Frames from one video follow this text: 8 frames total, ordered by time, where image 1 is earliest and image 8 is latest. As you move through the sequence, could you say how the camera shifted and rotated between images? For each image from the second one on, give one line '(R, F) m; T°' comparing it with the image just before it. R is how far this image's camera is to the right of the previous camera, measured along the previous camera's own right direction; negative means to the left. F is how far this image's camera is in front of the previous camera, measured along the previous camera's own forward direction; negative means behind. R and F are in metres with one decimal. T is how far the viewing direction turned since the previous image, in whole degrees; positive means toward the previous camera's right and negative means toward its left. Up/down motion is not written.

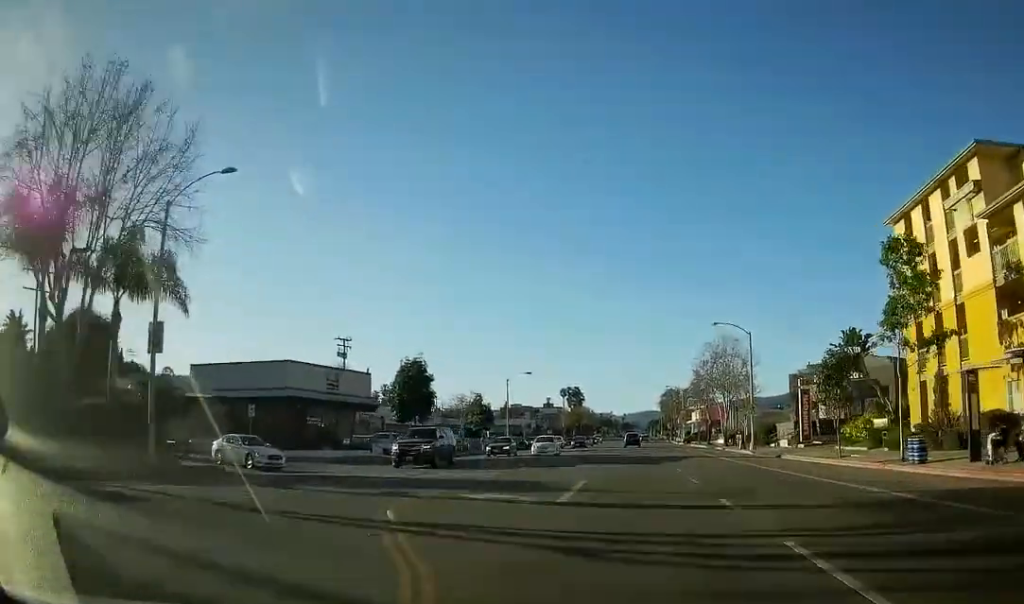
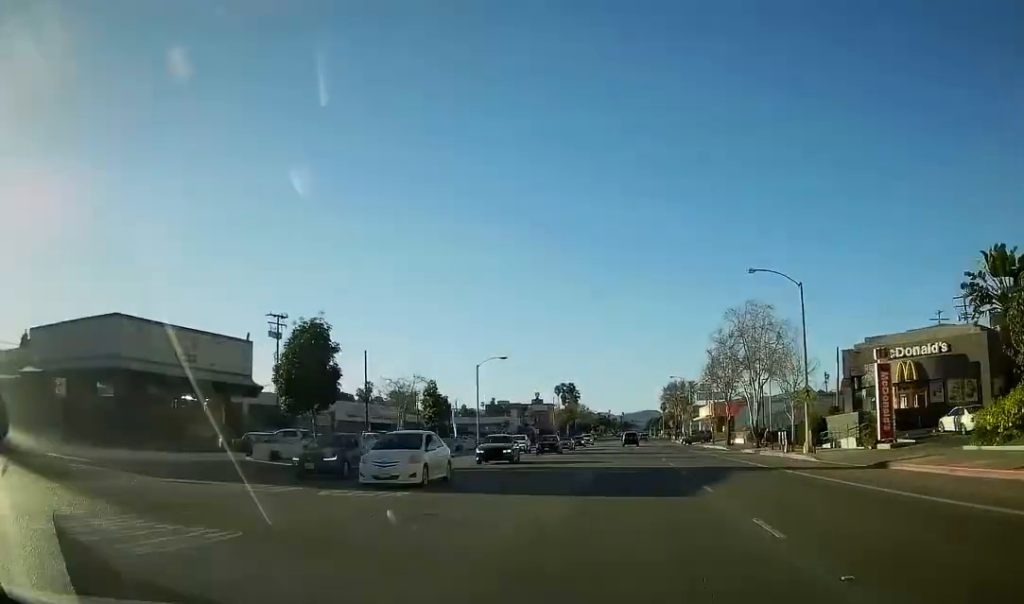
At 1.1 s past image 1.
(+2.1, +18.0) m; +7°
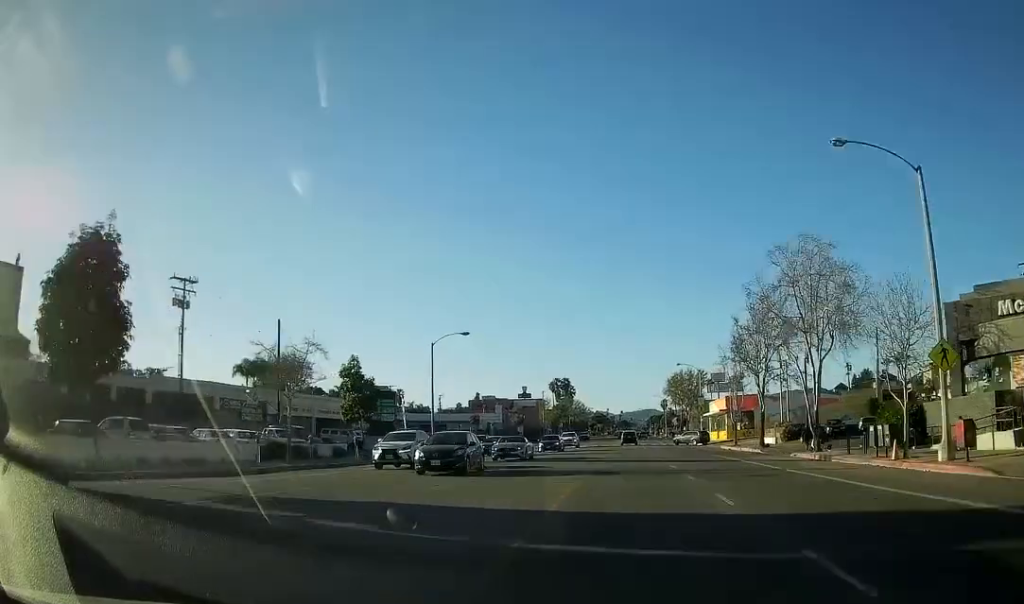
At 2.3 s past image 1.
(0.0, +18.0) m; 0°
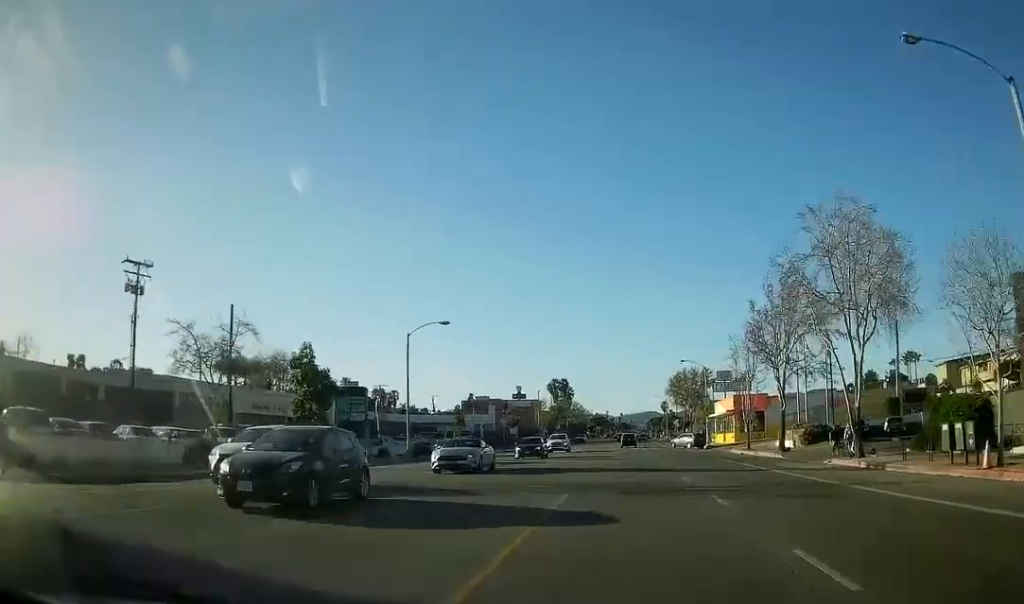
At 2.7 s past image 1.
(0.0, +7.3) m; 0°
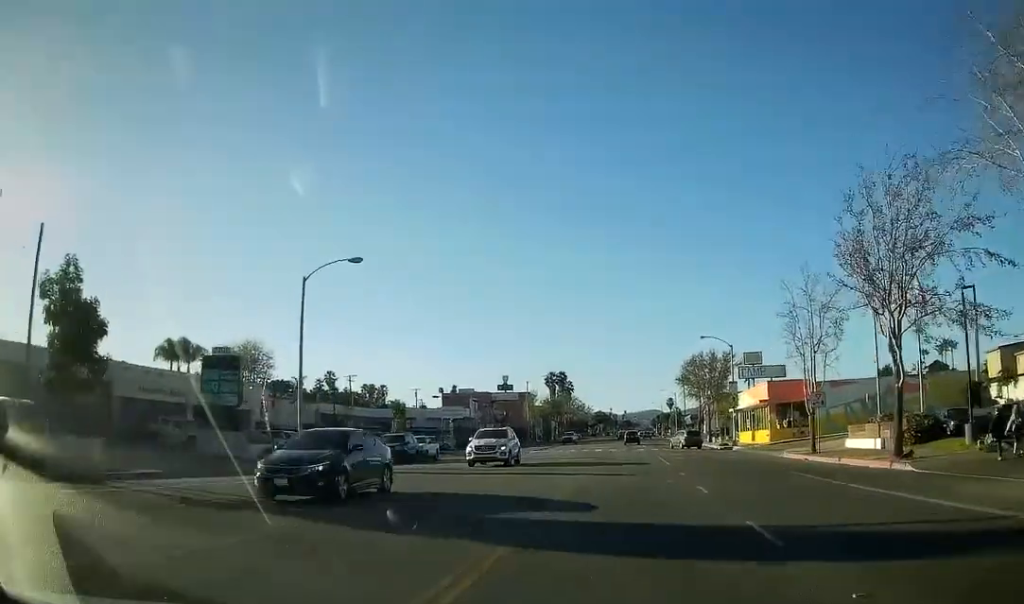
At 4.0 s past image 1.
(0.0, +19.4) m; +1°
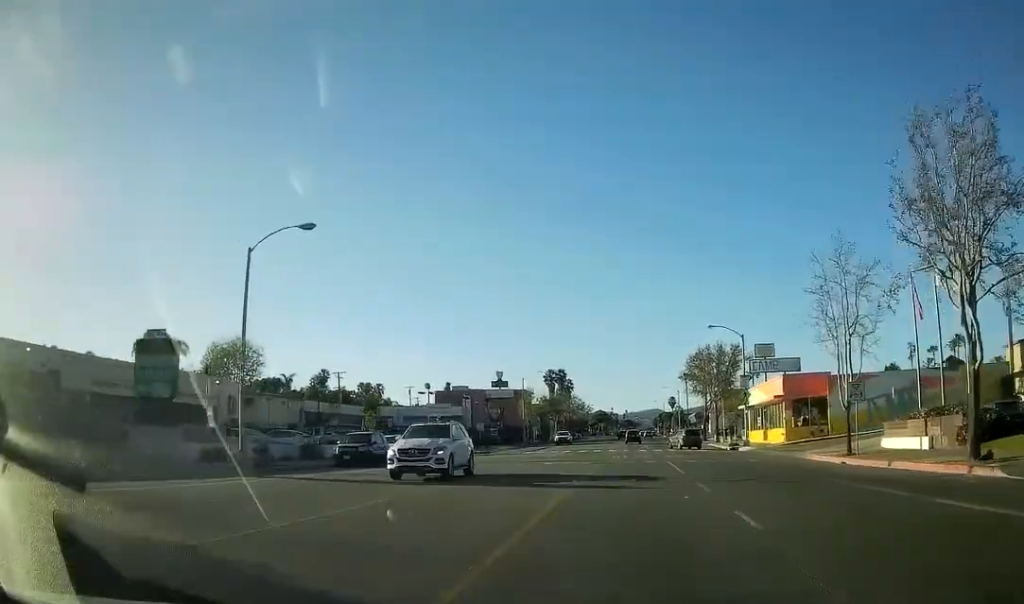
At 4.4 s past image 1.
(+0.1, +6.0) m; 0°
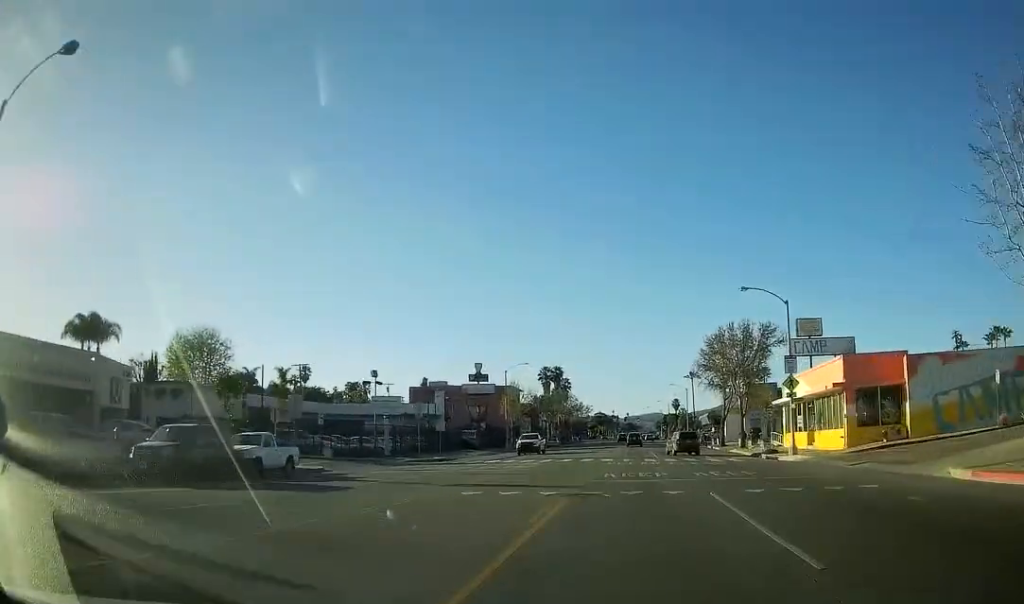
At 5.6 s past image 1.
(-0.1, +17.3) m; -2°
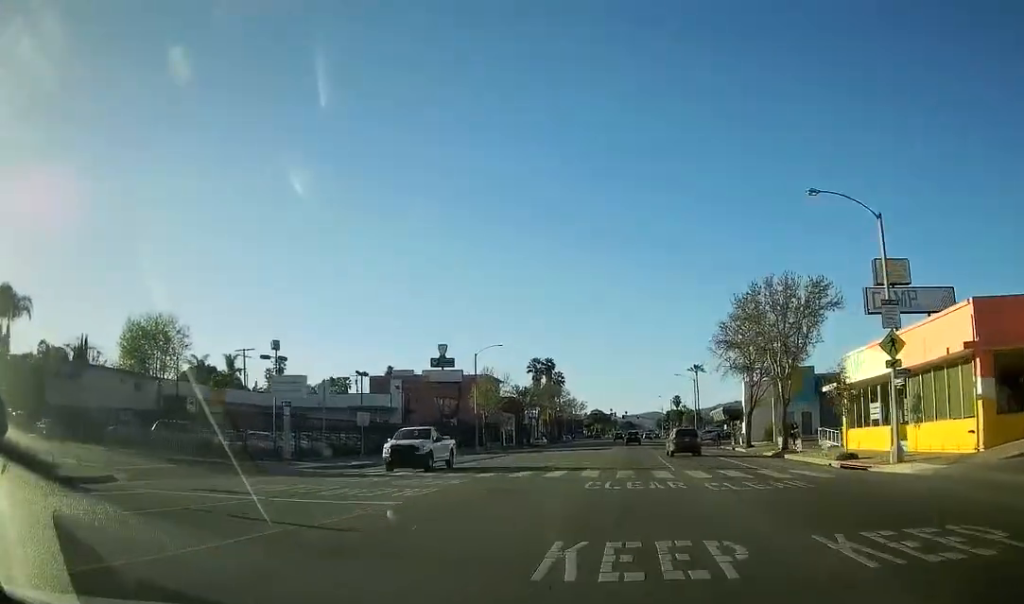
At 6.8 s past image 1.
(-0.3, +18.0) m; +1°
